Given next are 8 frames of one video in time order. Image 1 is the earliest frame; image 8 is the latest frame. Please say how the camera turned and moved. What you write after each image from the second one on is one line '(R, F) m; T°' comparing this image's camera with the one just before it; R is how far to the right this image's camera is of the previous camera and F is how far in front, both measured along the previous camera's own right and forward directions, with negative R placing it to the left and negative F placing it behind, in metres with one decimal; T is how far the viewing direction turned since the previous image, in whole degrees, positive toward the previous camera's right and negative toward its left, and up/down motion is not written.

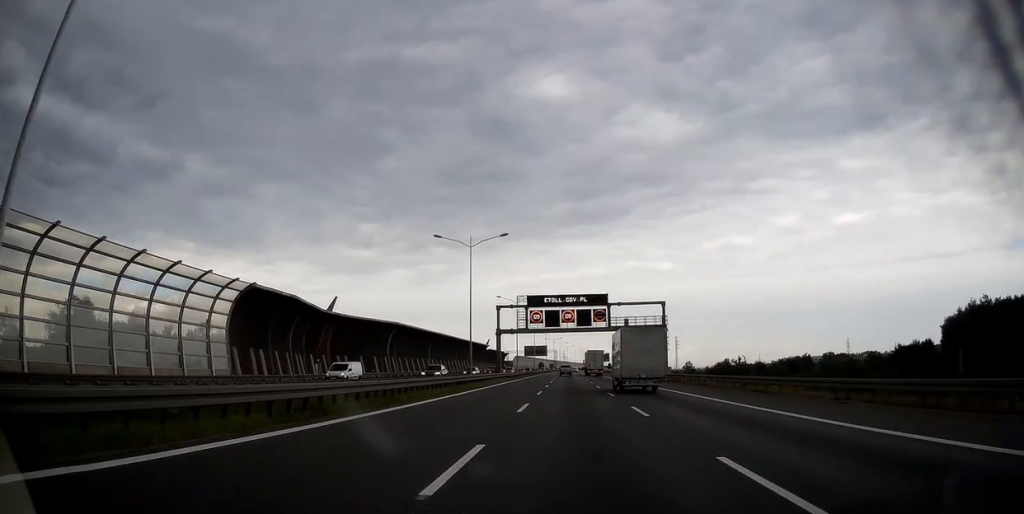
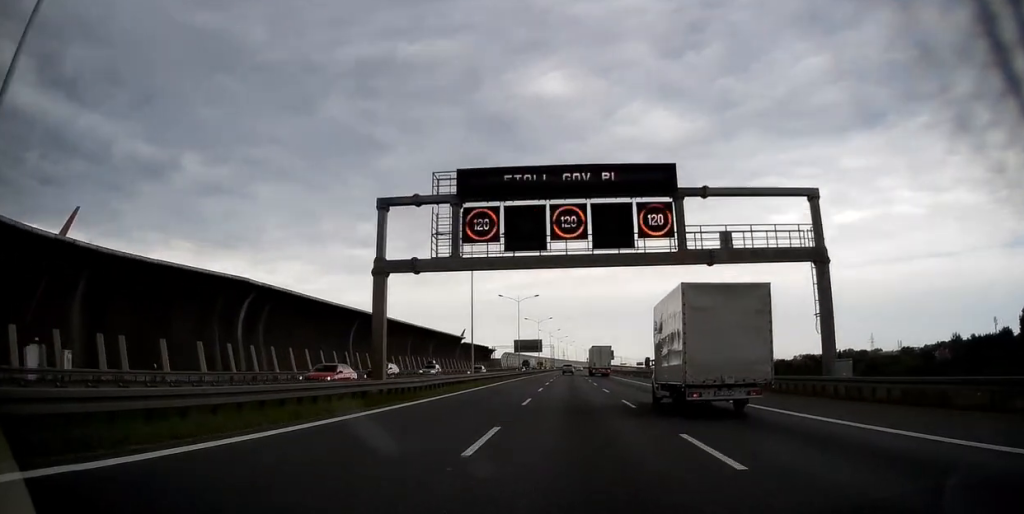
(0.0, +45.4) m; 0°
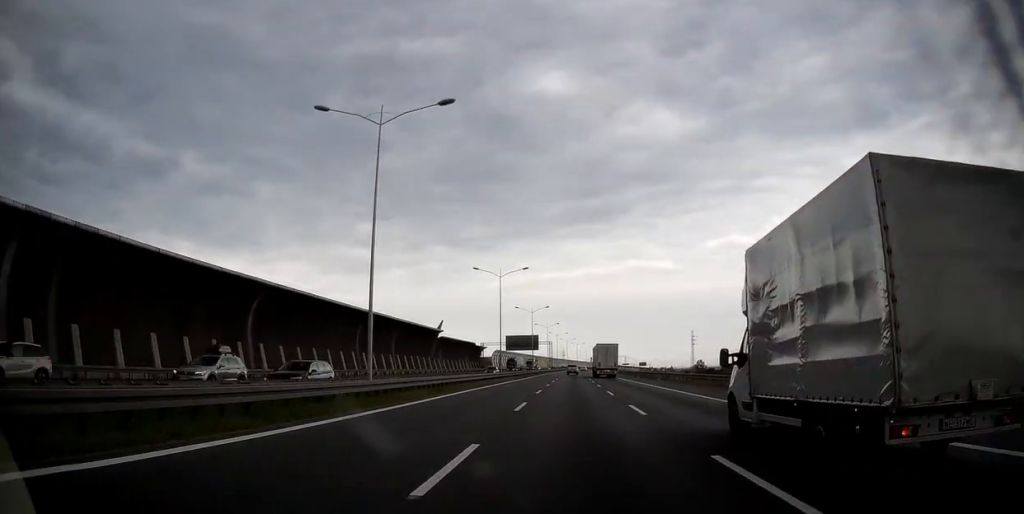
(0.0, +26.7) m; 0°
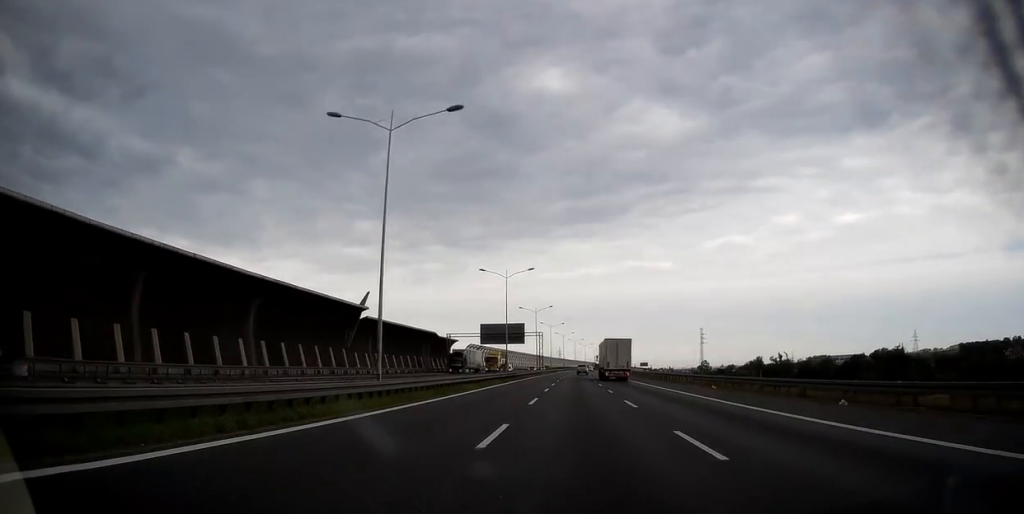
(0.0, +44.2) m; 0°
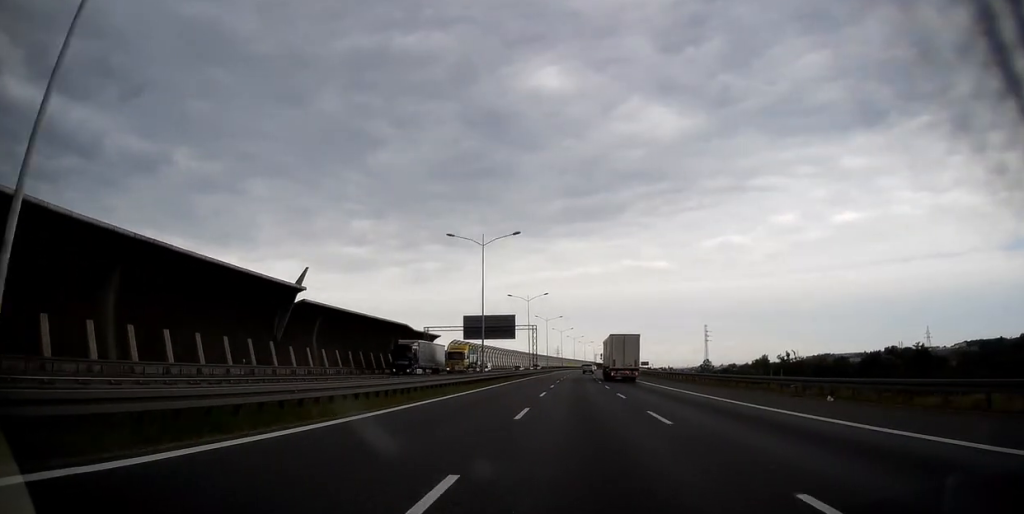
(-0.1, +18.6) m; 0°
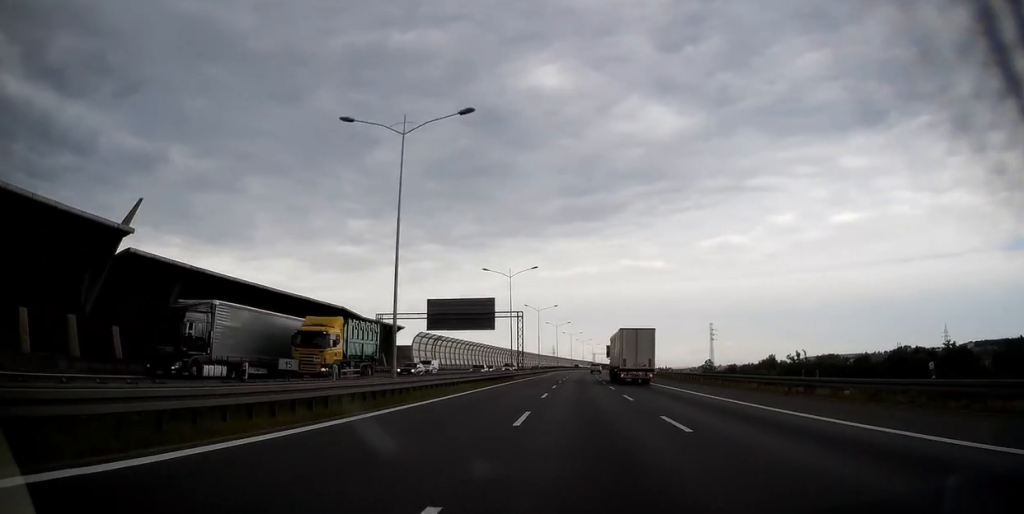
(+0.1, +25.6) m; 0°
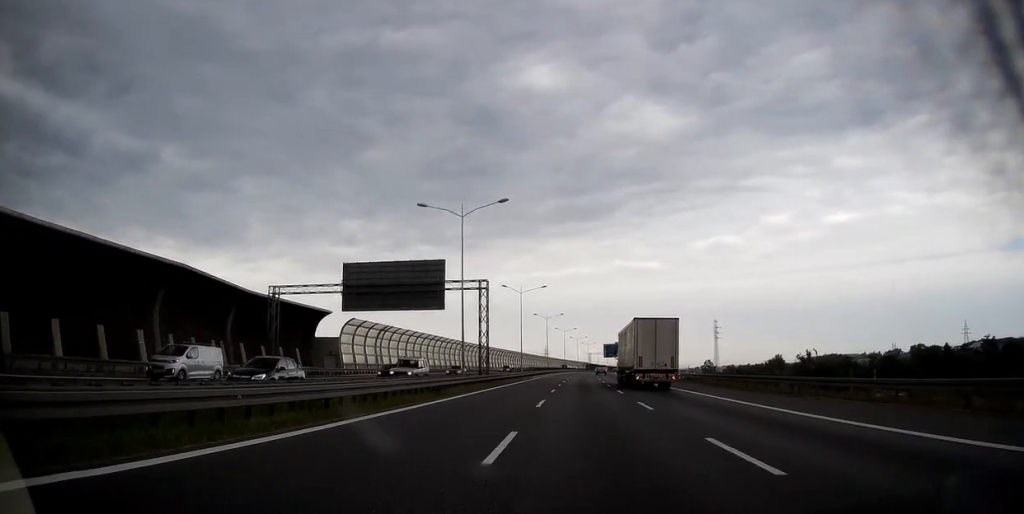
(+0.1, +29.2) m; +1°
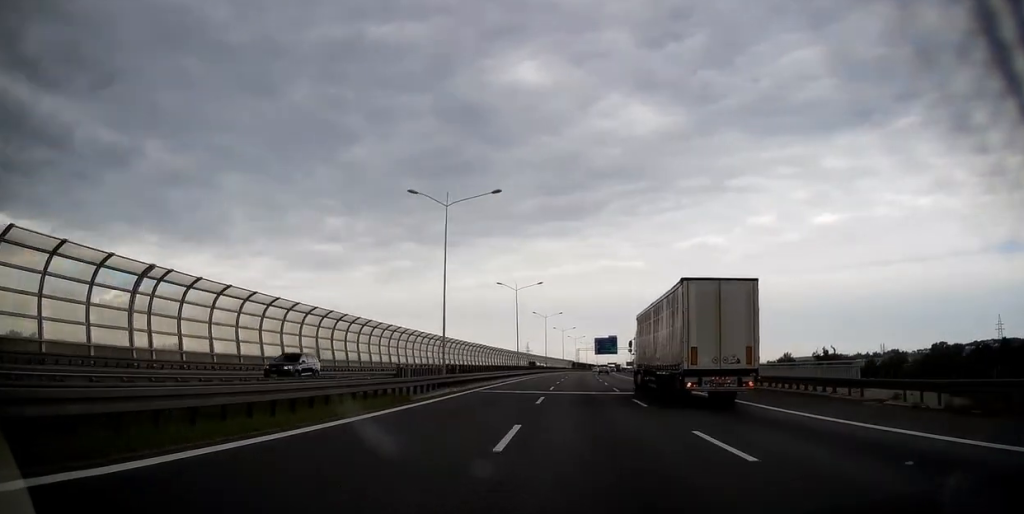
(+0.4, +46.9) m; +1°
